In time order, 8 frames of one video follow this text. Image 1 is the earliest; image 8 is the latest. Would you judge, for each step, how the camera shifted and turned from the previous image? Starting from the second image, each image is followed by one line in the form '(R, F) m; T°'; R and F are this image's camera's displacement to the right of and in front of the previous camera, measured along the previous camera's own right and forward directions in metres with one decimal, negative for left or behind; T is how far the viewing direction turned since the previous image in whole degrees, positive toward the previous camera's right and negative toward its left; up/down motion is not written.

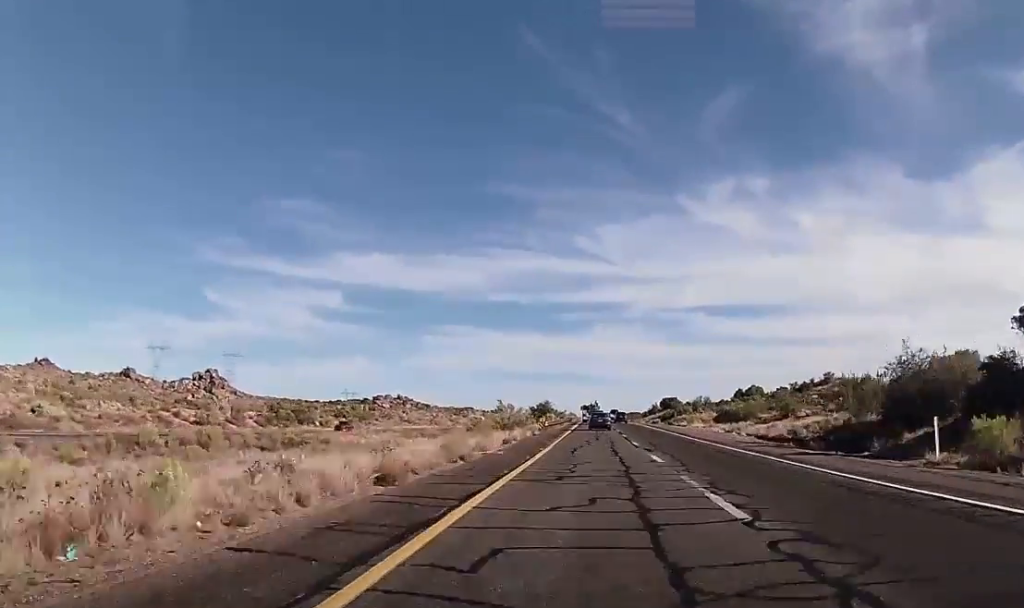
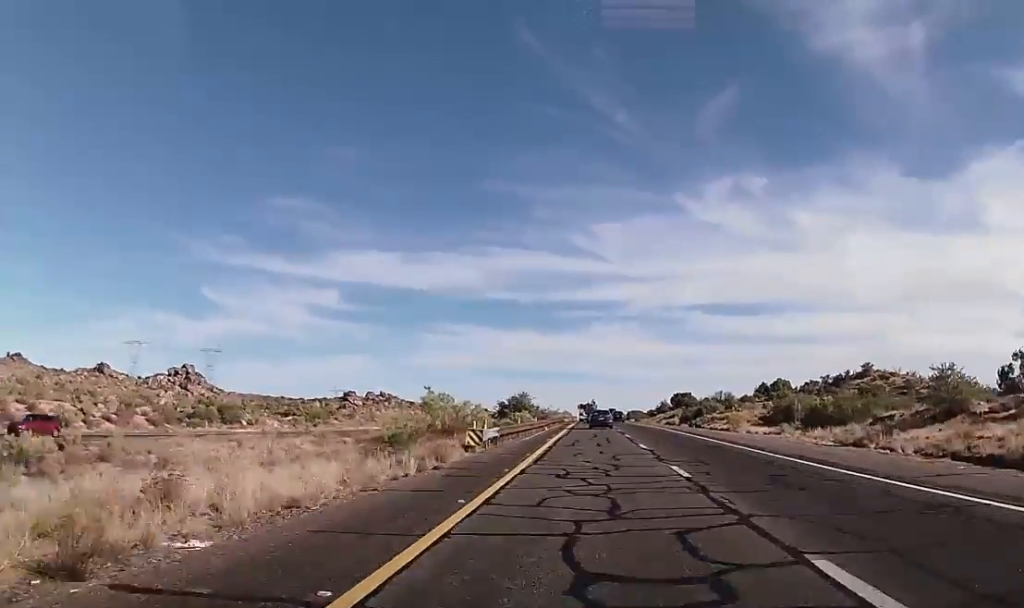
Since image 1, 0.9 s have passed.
(0.0, +30.5) m; 0°
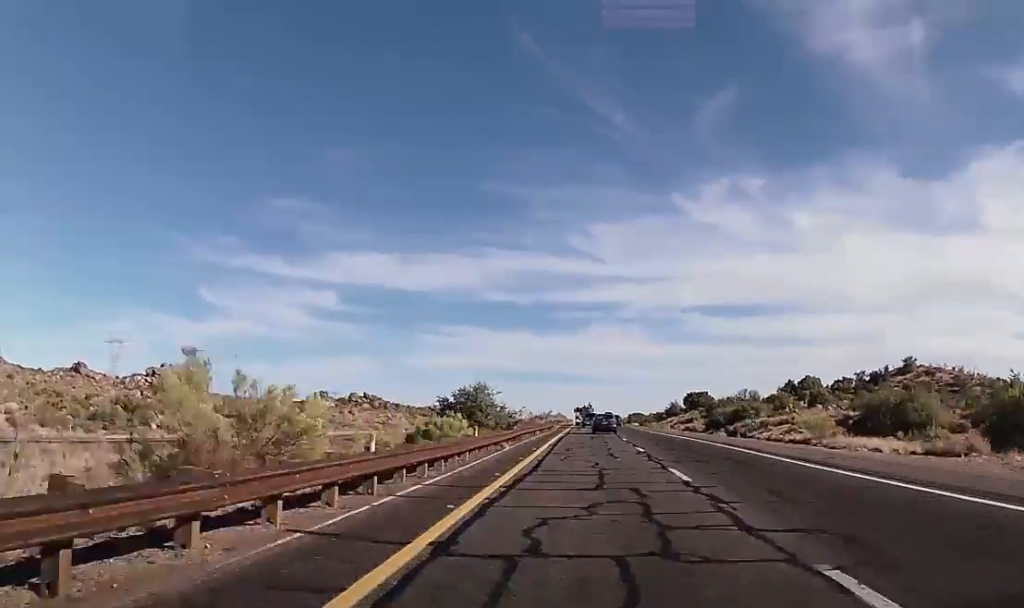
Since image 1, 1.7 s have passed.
(-0.1, +24.8) m; 0°
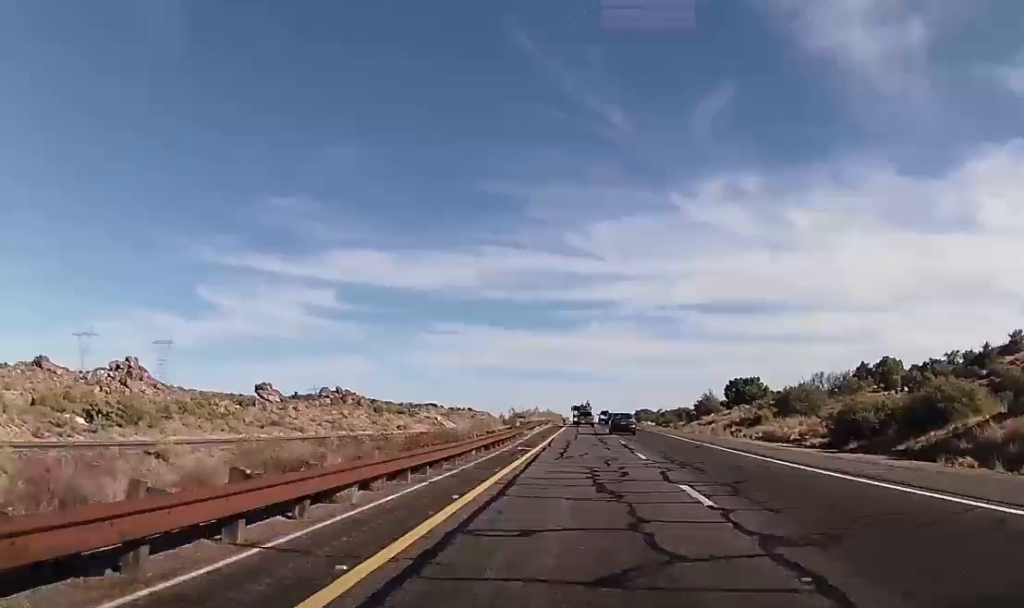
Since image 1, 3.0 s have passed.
(+0.1, +40.7) m; 0°
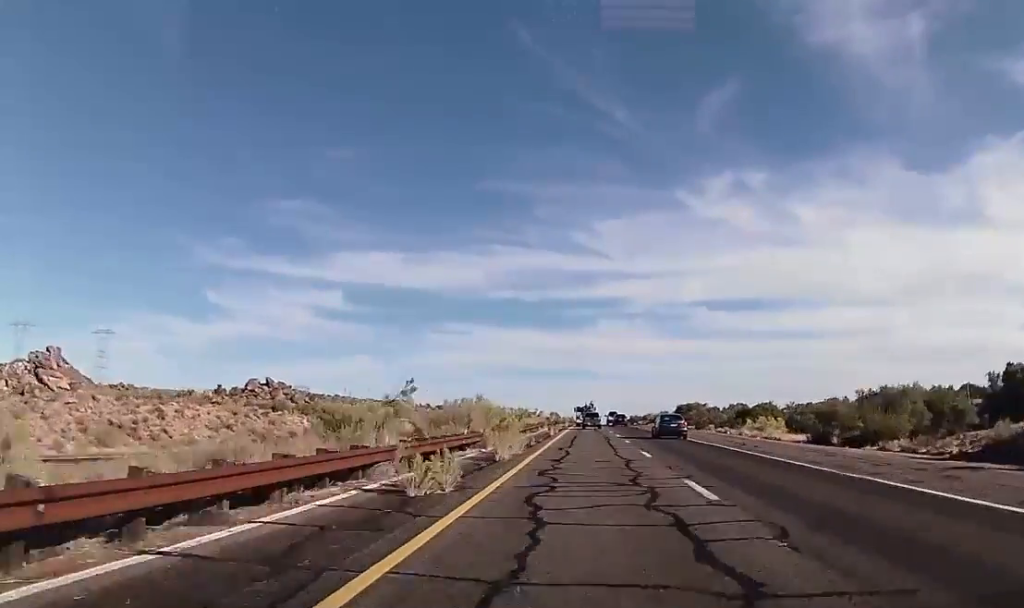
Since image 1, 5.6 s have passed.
(+0.6, +84.0) m; 0°
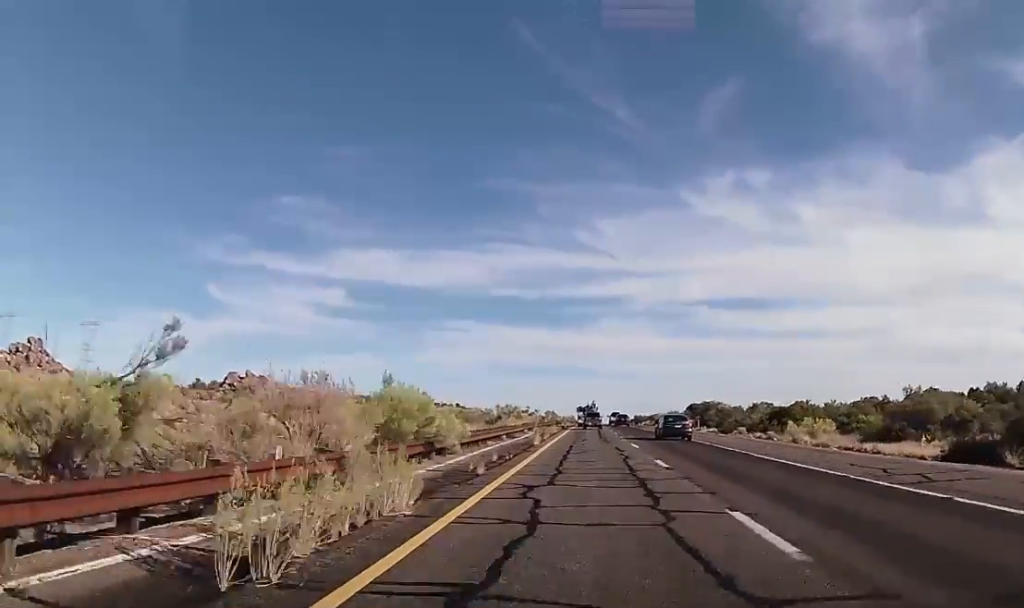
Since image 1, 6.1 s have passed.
(-0.2, +17.1) m; -1°
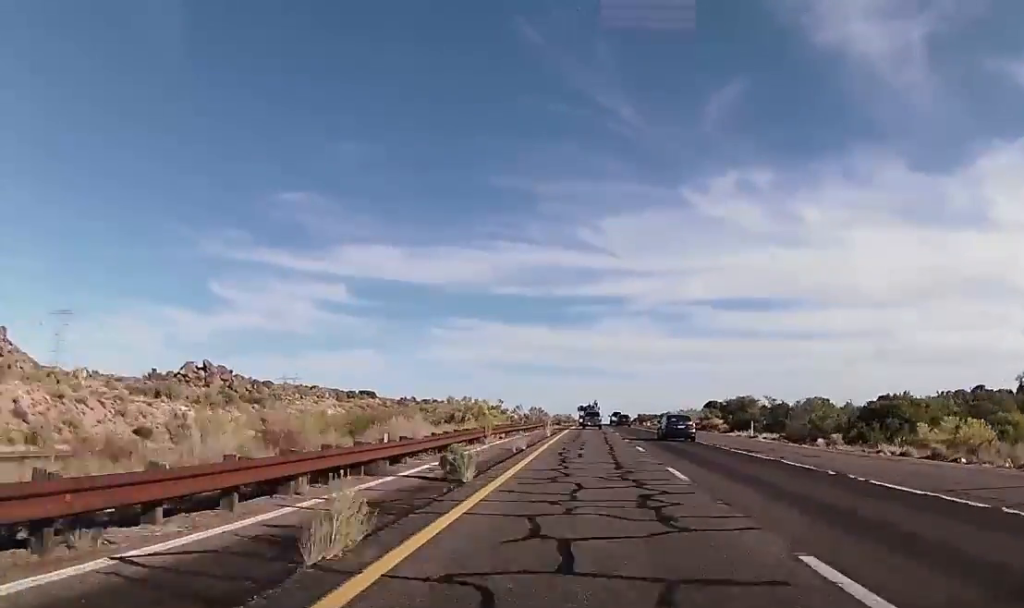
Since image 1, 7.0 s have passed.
(-0.2, +27.9) m; -1°
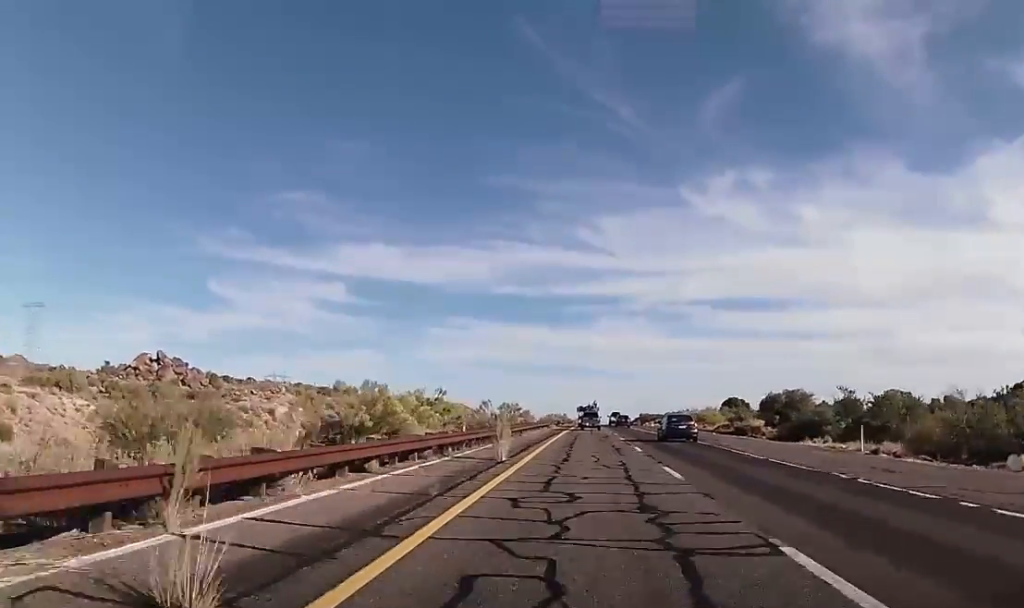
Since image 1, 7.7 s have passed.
(-0.1, +23.5) m; 0°
